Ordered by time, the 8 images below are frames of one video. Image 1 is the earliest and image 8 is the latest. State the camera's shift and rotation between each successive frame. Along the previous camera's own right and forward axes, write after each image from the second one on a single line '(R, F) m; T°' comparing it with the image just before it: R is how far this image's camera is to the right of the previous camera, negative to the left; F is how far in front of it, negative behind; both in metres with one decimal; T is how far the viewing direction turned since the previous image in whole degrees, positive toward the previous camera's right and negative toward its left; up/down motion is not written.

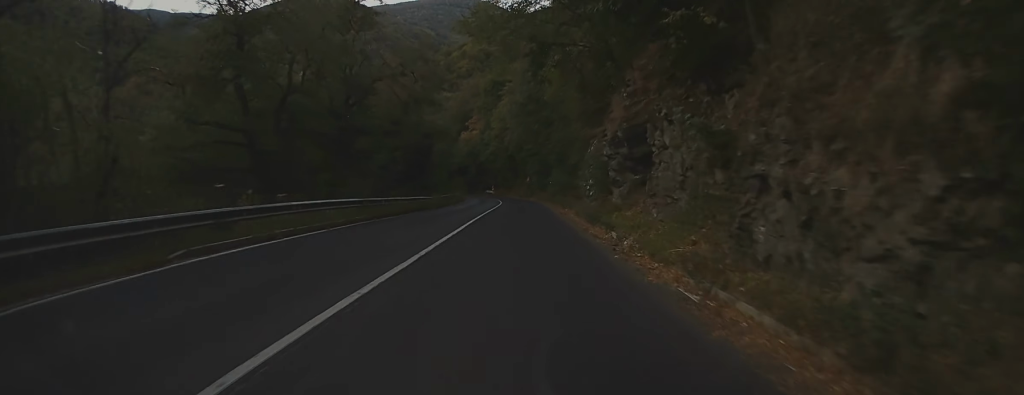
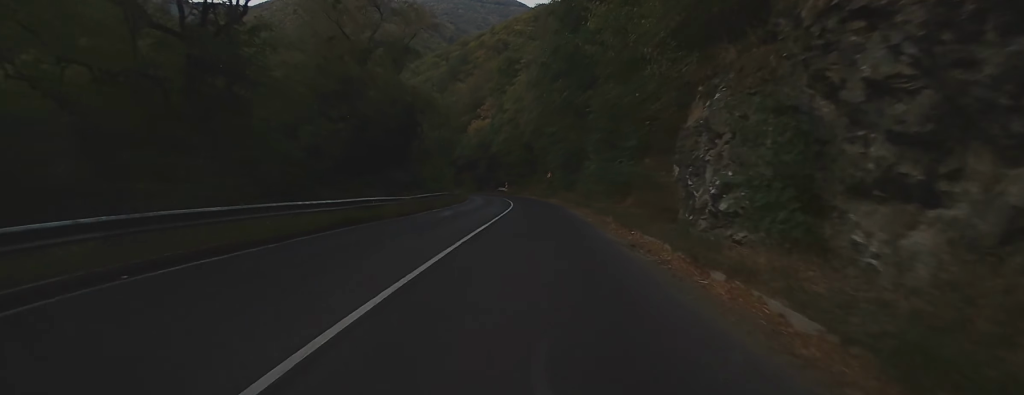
(-0.3, +17.2) m; -1°
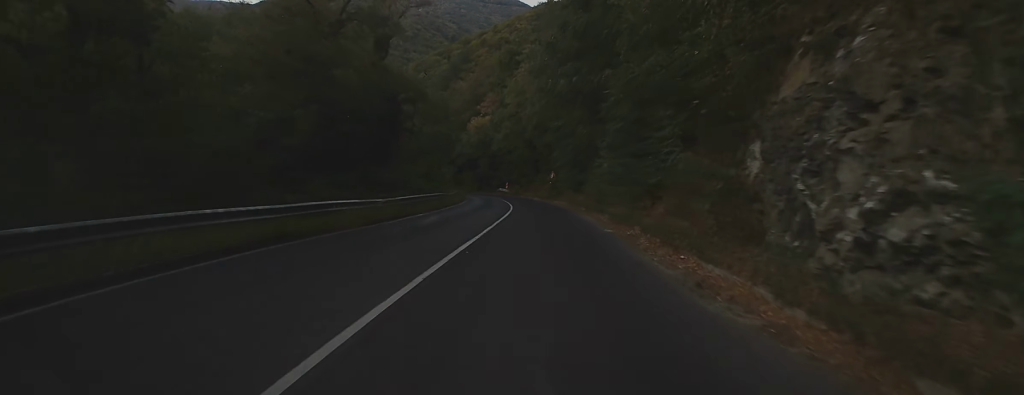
(0.0, +5.5) m; 0°
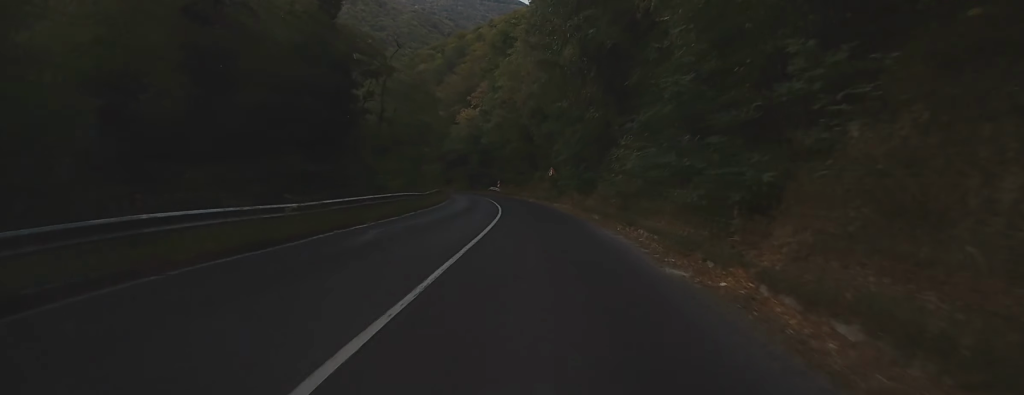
(0.0, +9.7) m; -1°
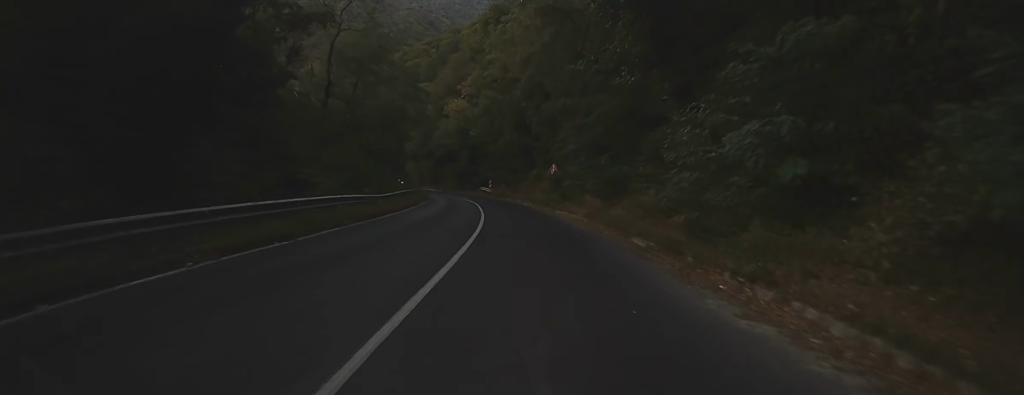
(-0.1, +11.5) m; -1°
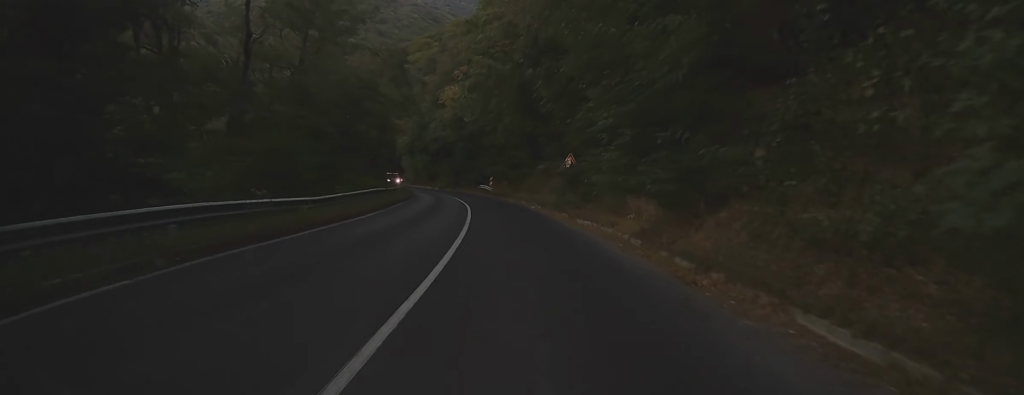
(-0.1, +10.5) m; 0°
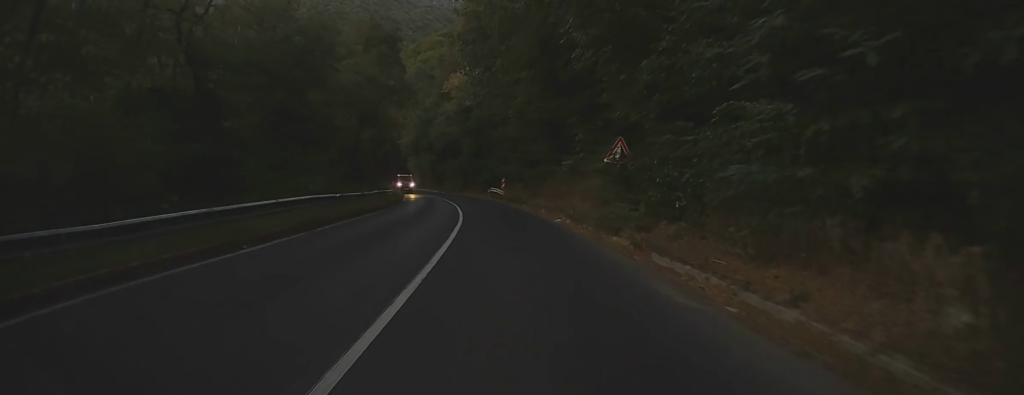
(-0.1, +11.7) m; 0°
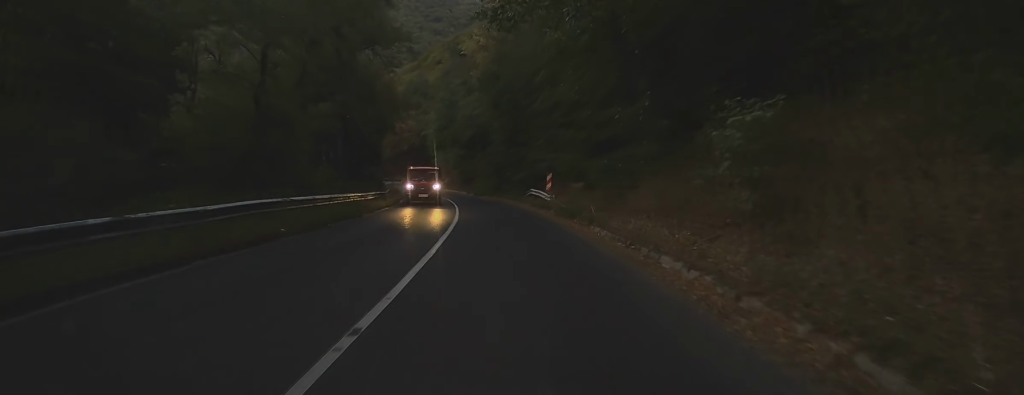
(0.0, +20.1) m; -3°
